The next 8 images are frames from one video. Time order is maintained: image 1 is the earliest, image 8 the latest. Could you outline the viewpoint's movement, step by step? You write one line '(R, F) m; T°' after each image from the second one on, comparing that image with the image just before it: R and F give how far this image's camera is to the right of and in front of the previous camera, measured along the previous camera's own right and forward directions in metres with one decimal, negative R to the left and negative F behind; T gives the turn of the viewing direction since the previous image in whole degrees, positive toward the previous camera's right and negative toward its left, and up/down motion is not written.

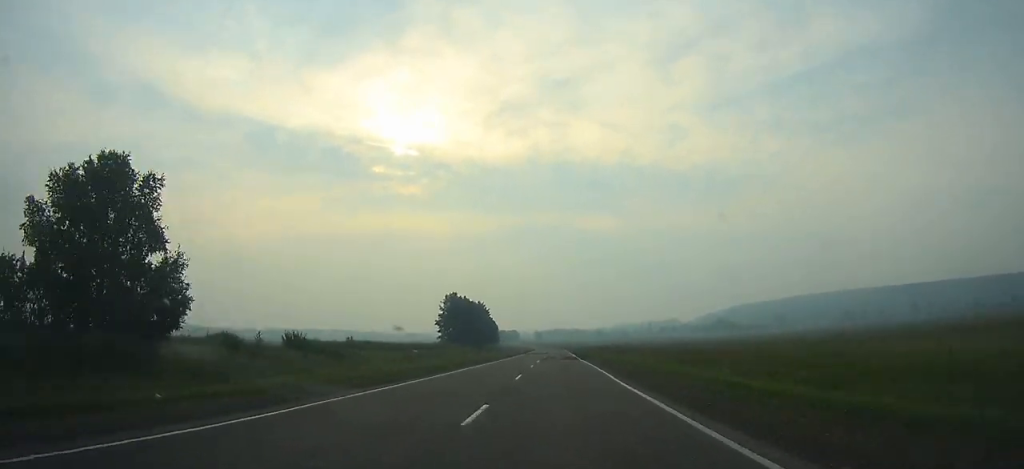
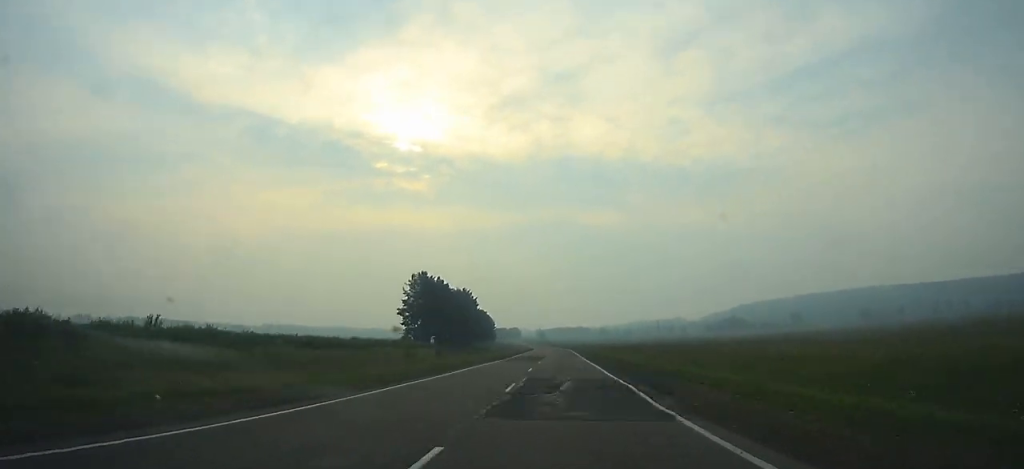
(+0.1, +39.7) m; 0°
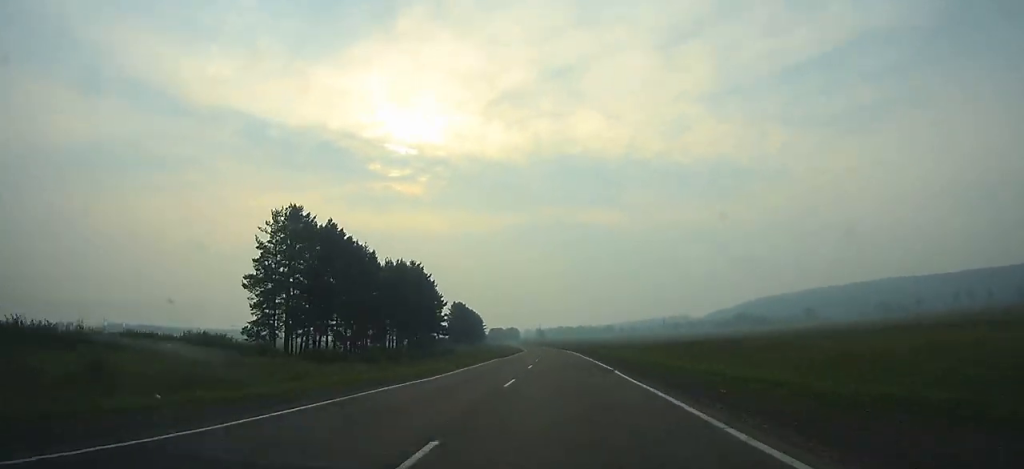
(-0.1, +60.7) m; -1°
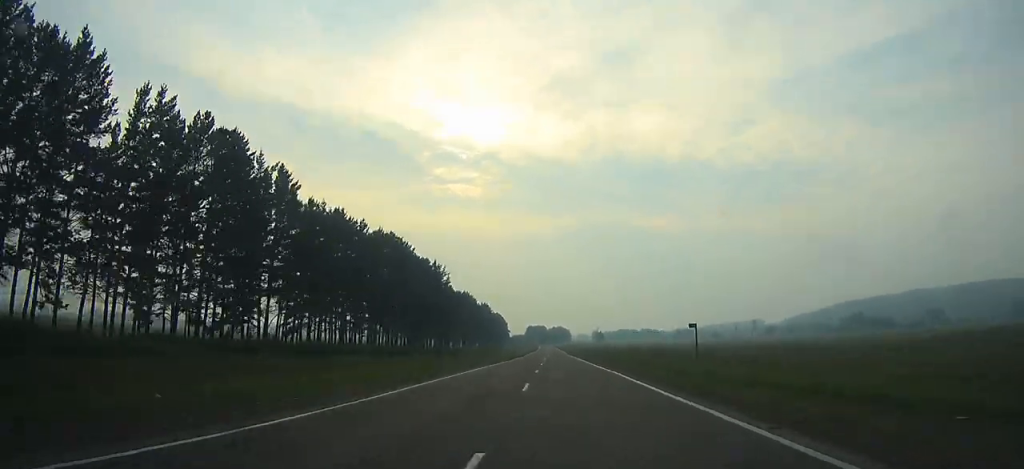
(-8.3, +199.1) m; -5°
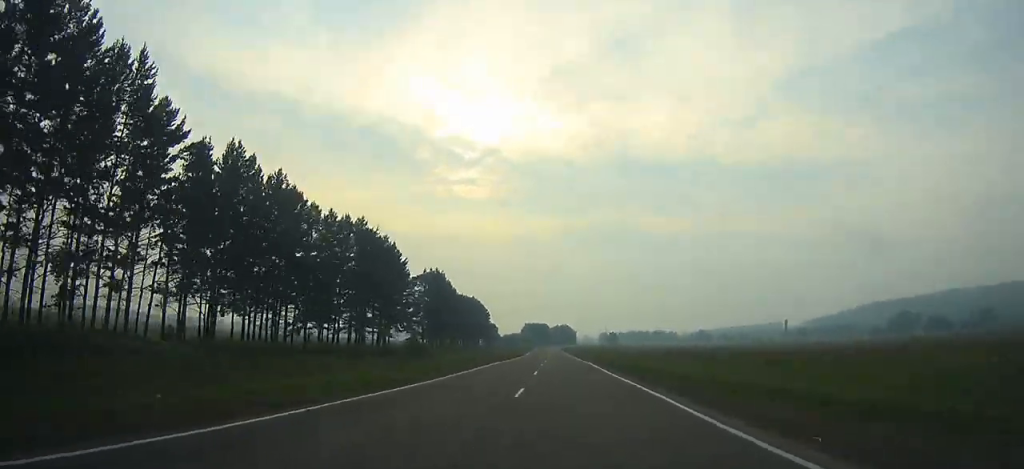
(-1.0, +93.3) m; -1°
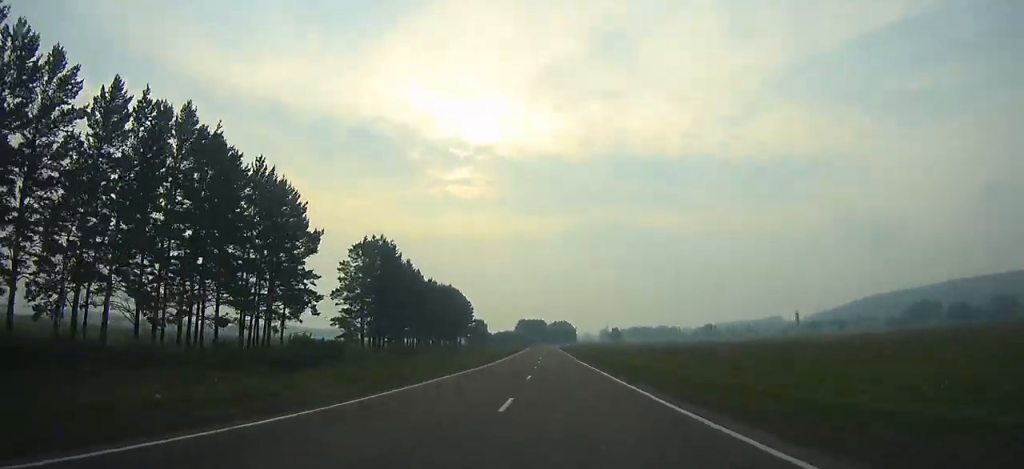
(+0.1, +38.3) m; 0°
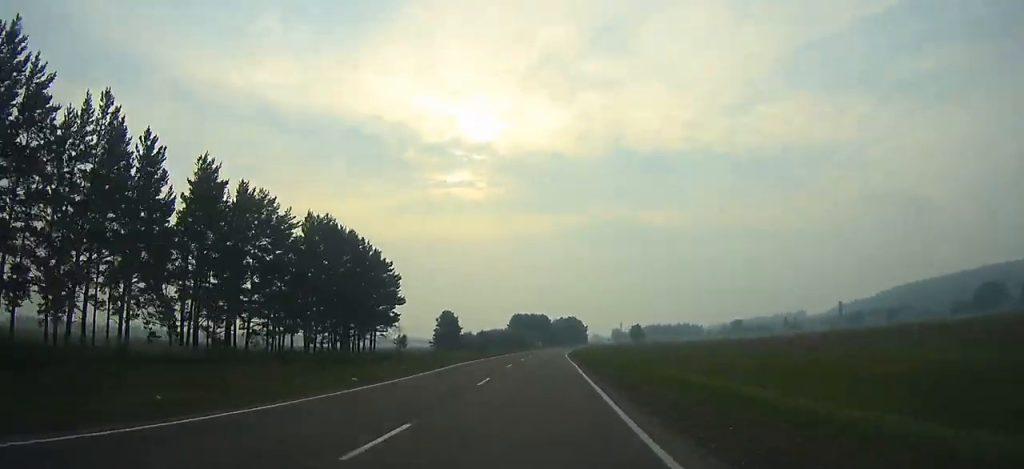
(-0.1, +87.2) m; 0°
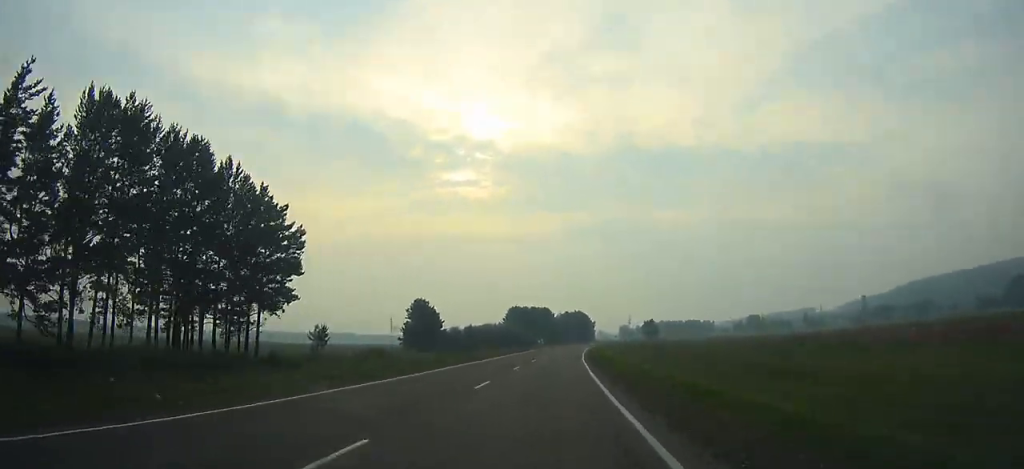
(-0.1, +37.6) m; +1°
